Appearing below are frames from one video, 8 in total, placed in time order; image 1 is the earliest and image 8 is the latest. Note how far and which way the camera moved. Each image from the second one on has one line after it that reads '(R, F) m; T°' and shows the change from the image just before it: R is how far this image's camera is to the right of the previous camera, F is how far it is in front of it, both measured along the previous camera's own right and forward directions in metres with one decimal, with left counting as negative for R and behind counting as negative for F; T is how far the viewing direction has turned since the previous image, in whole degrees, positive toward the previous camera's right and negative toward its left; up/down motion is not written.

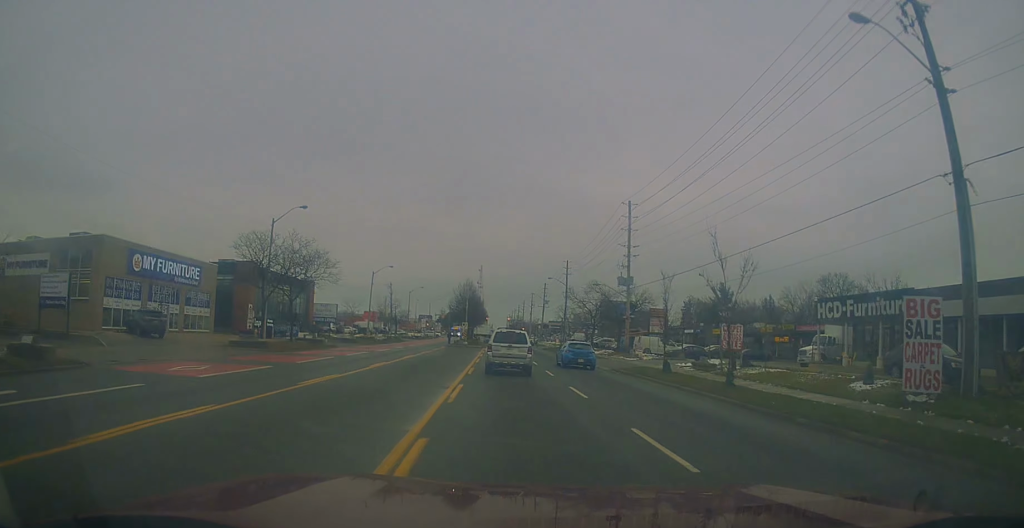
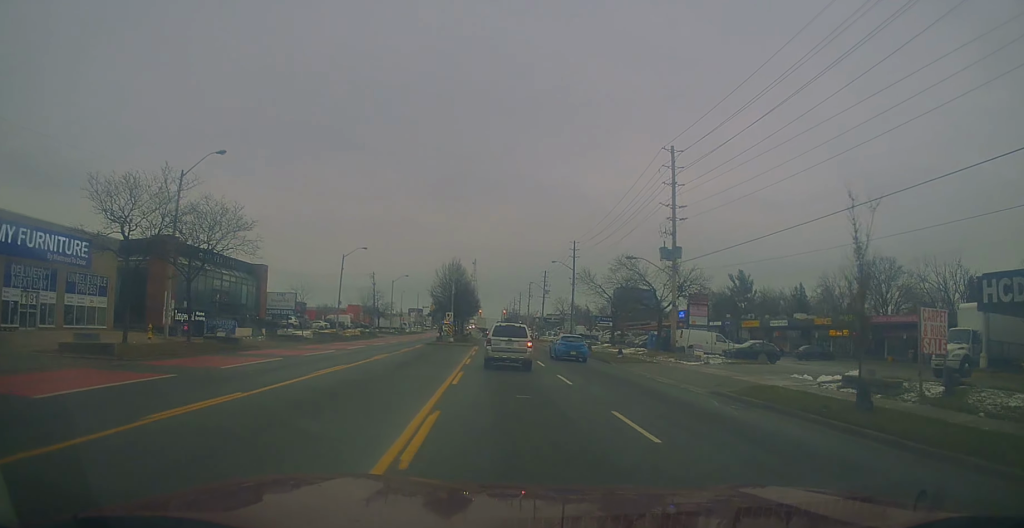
(+0.5, +16.0) m; +2°
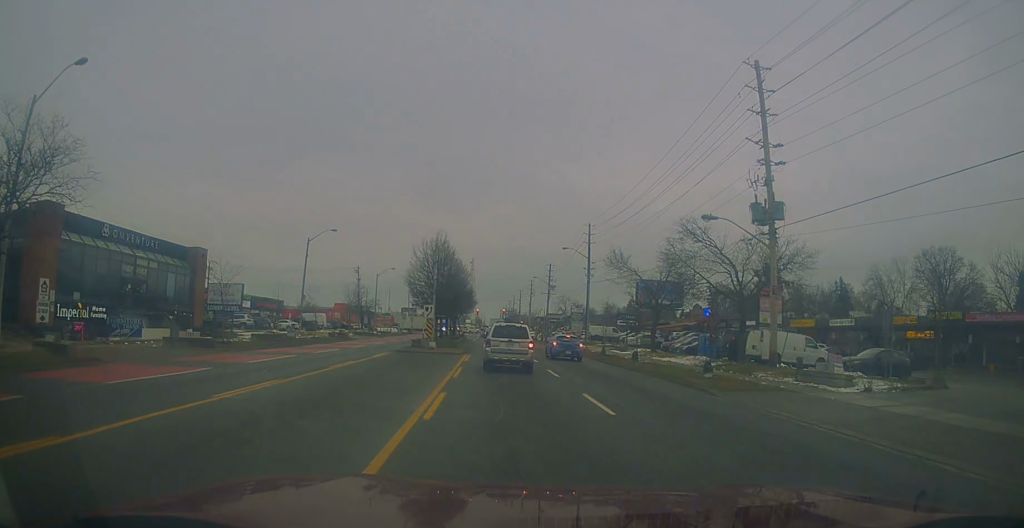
(0.0, +15.2) m; -1°
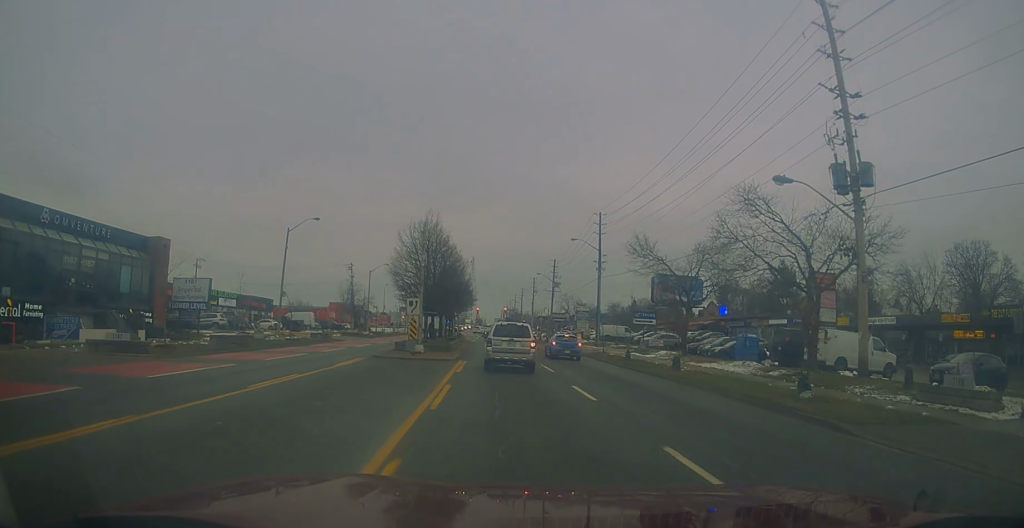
(-0.1, +7.1) m; 0°
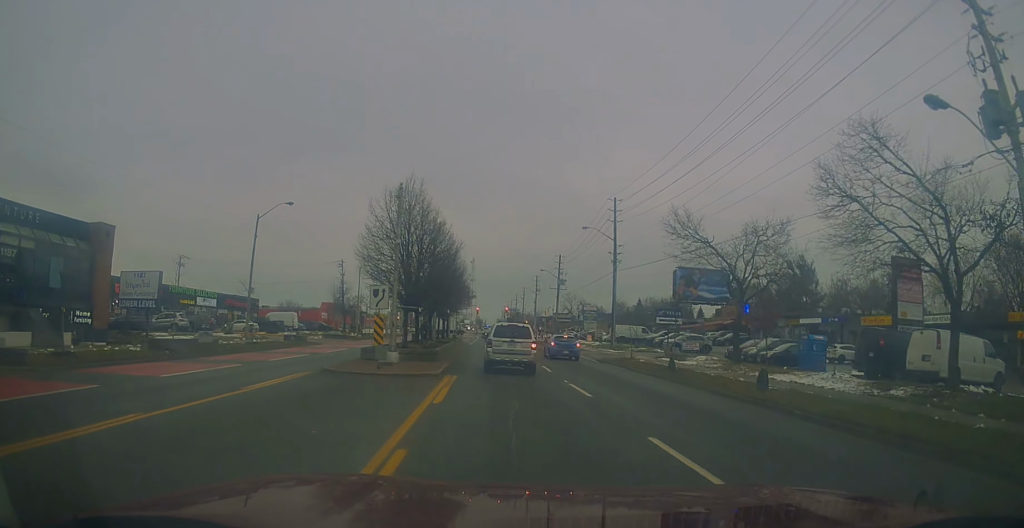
(-0.2, +8.3) m; +1°
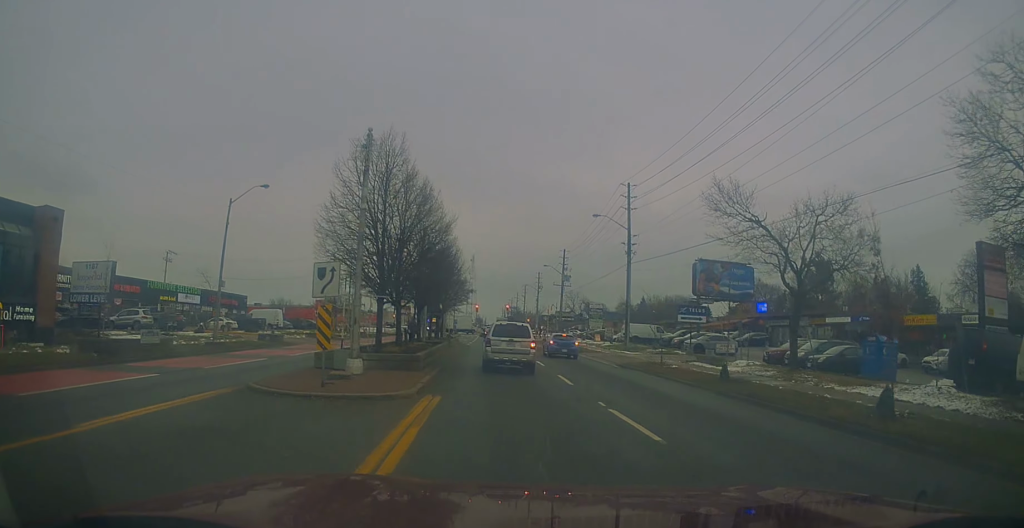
(+0.3, +6.1) m; 0°
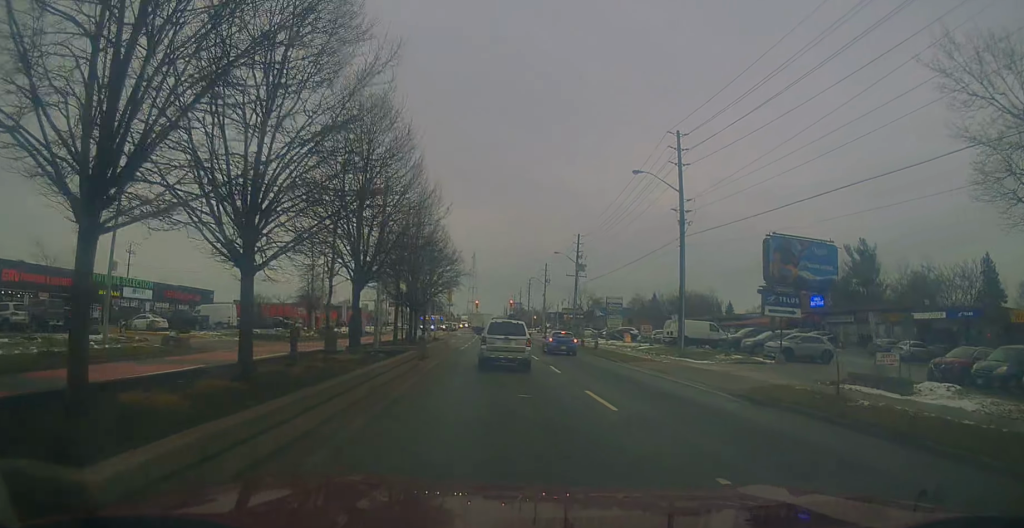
(-0.4, +15.2) m; -1°
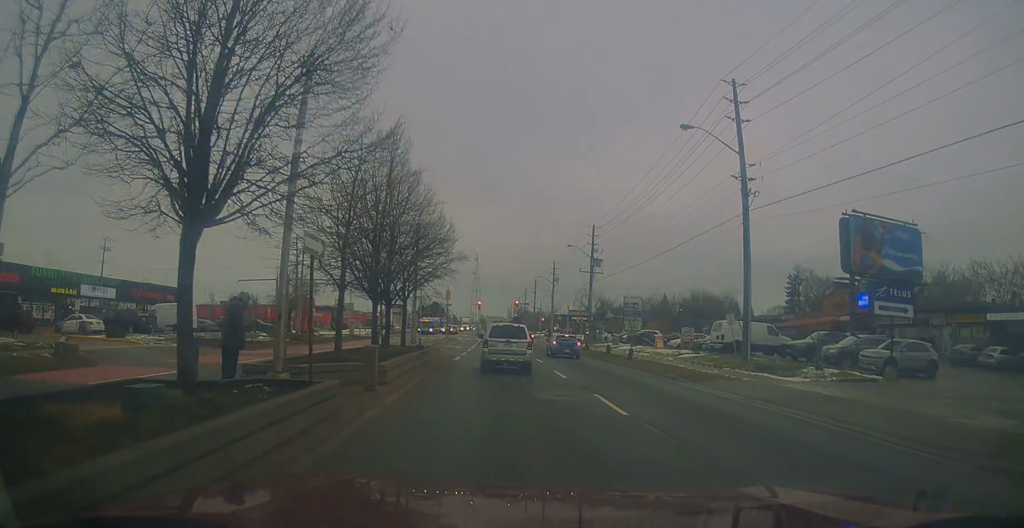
(+0.4, +9.9) m; +1°
